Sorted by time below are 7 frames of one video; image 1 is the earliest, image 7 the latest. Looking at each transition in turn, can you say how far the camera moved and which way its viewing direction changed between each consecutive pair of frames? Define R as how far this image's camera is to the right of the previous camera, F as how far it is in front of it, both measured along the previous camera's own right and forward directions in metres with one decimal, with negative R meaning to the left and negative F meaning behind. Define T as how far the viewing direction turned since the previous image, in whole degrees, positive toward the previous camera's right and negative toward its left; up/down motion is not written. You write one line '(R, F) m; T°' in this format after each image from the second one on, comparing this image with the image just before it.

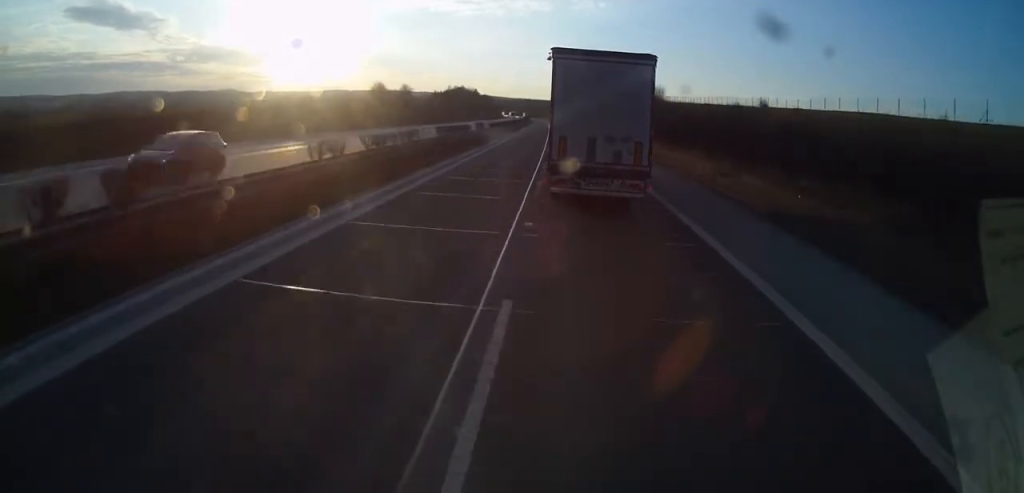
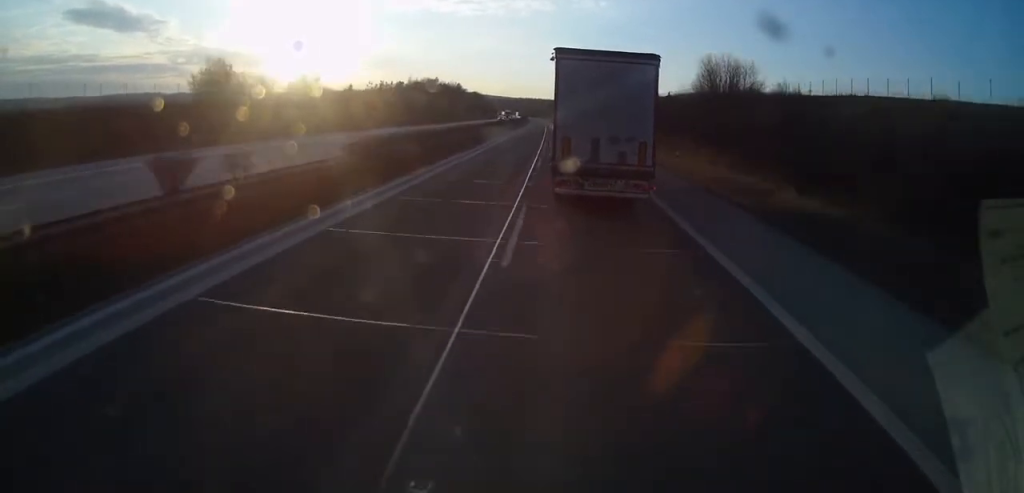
(0.0, +45.9) m; 0°
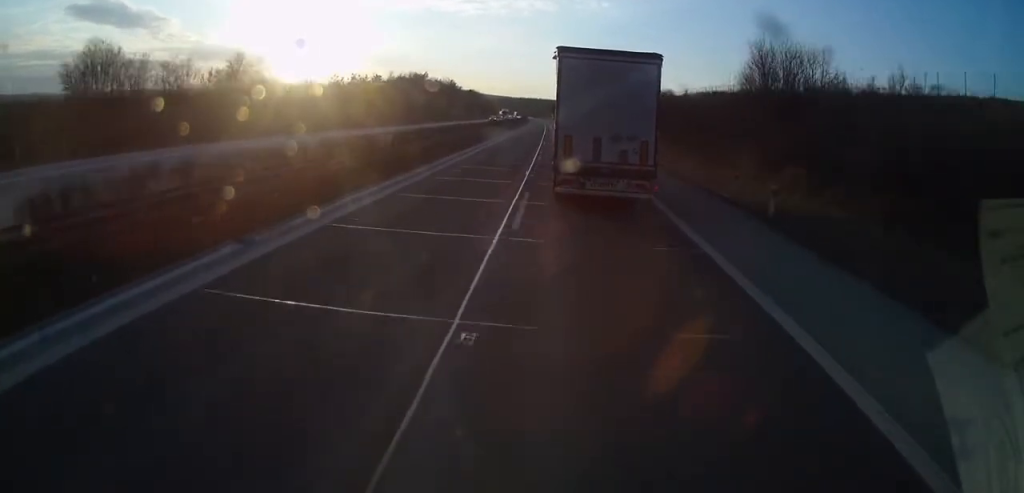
(0.0, +14.8) m; 0°
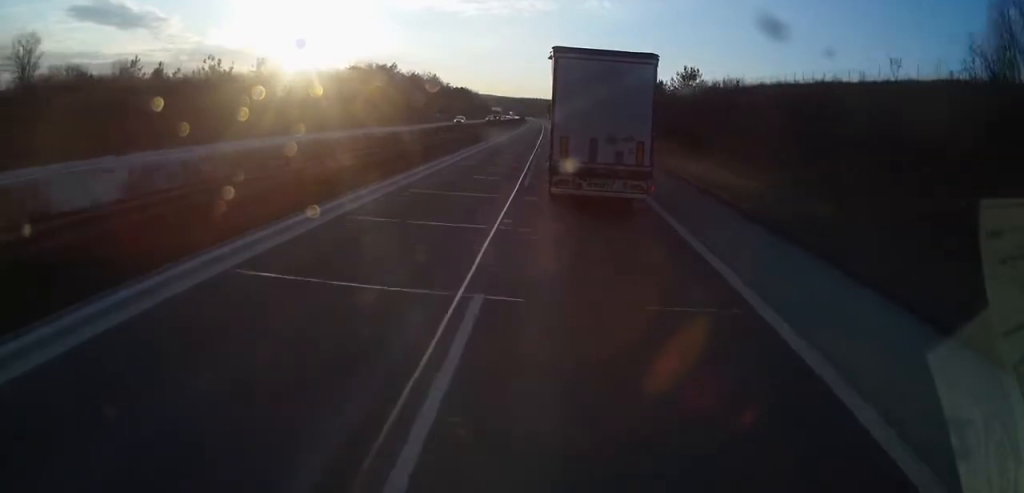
(0.0, +28.7) m; 0°
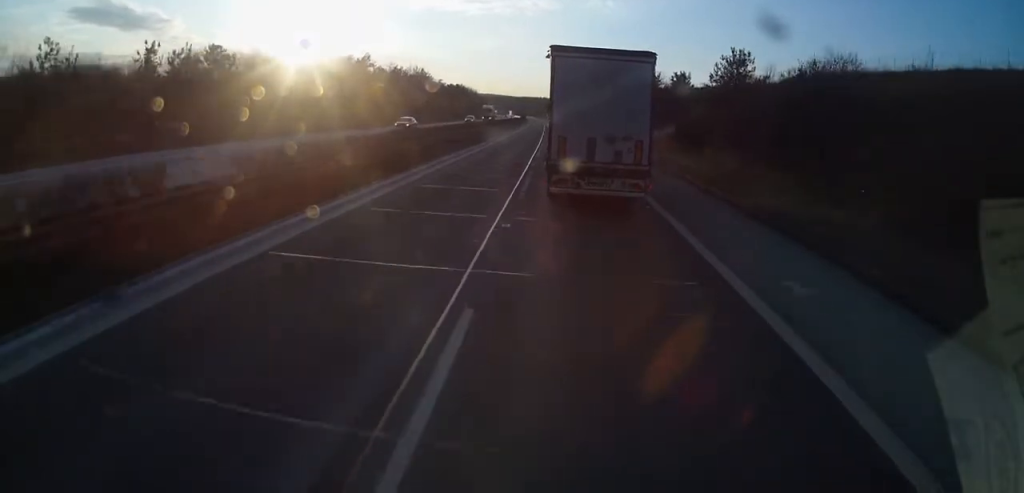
(0.0, +18.7) m; 0°
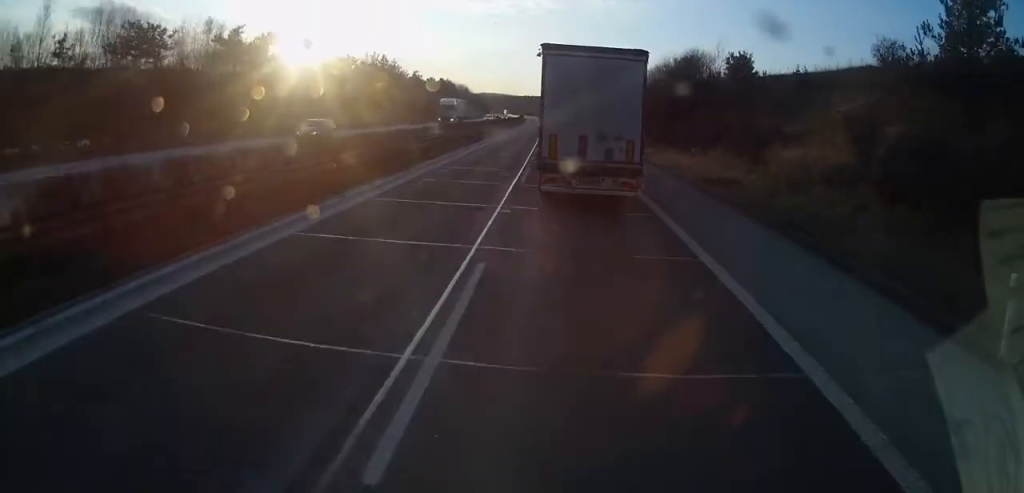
(0.0, +33.4) m; 0°
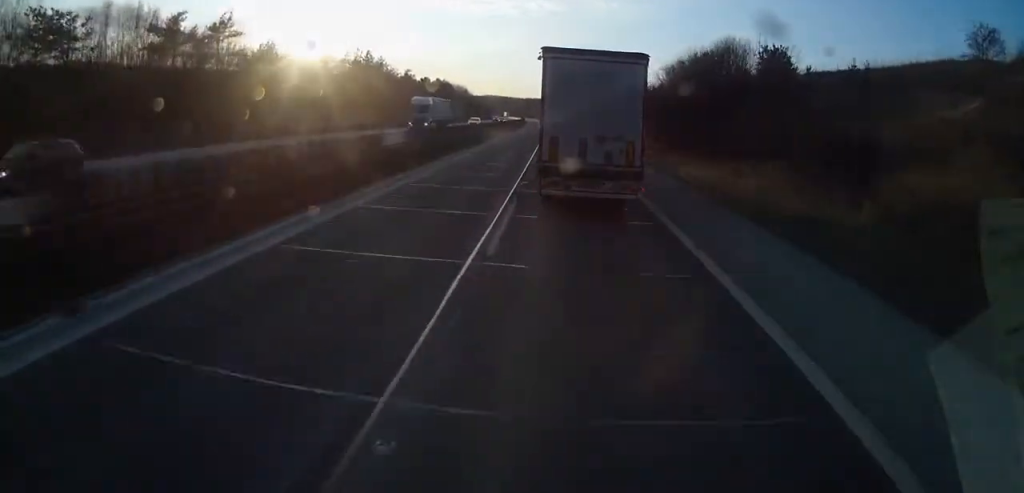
(0.0, +10.9) m; 0°
